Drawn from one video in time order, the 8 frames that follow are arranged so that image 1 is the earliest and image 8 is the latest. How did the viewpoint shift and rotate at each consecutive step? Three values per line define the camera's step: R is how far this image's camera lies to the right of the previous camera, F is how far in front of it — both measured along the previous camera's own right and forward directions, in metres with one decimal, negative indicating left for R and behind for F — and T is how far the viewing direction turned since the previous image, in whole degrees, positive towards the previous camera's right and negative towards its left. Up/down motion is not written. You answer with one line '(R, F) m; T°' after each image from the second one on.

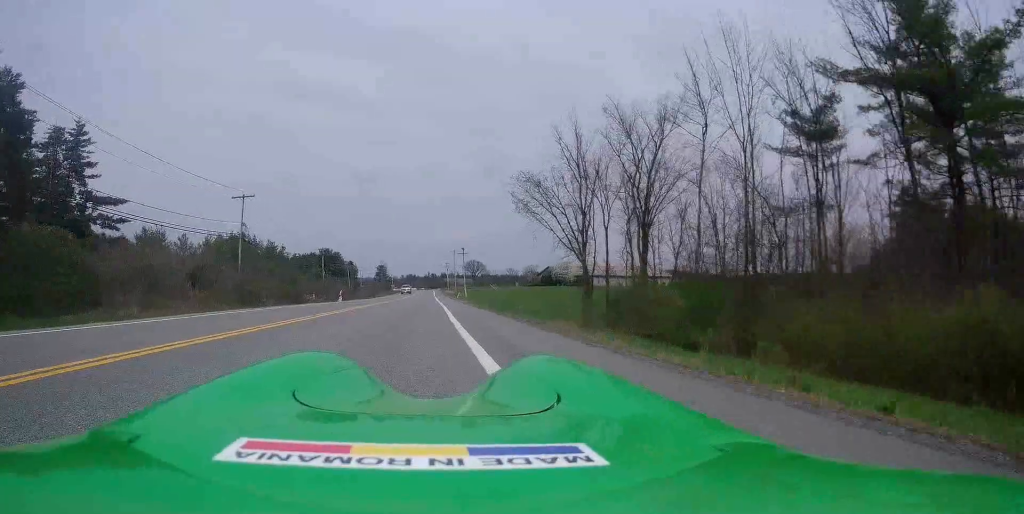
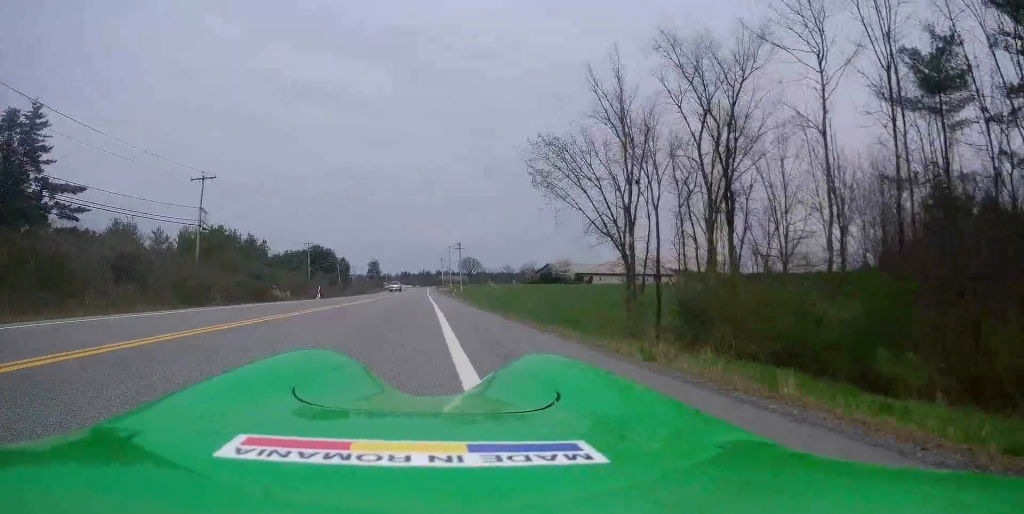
(0.0, +9.4) m; +1°
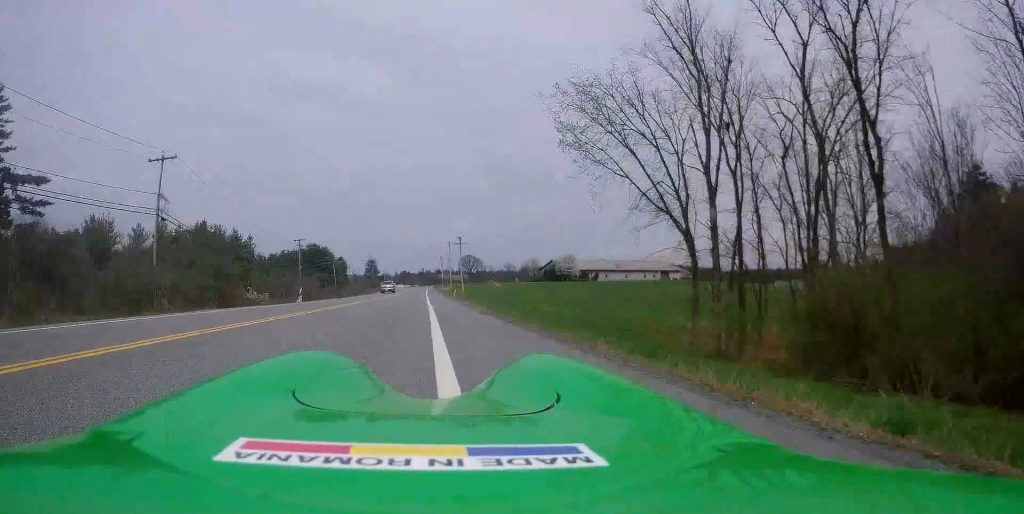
(+0.2, +7.3) m; 0°
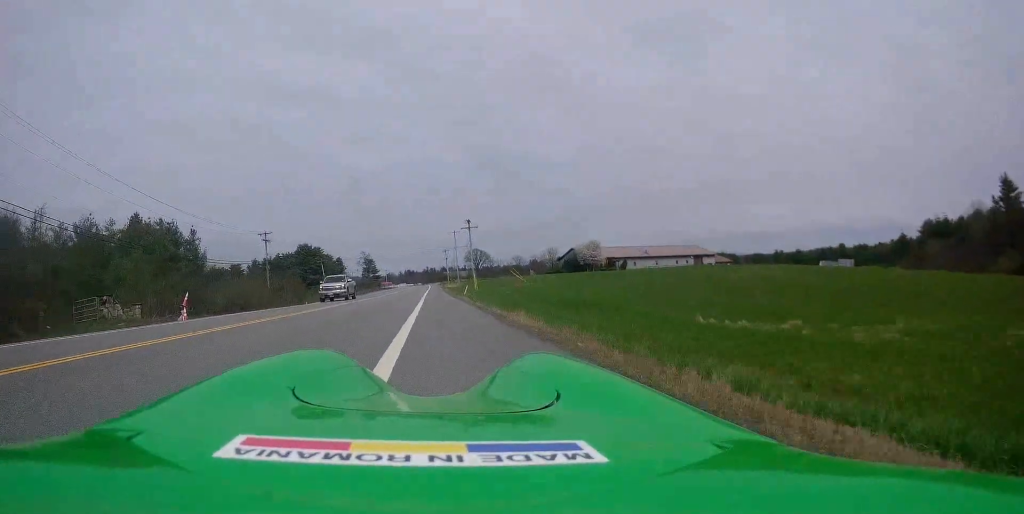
(-0.2, +24.1) m; -1°
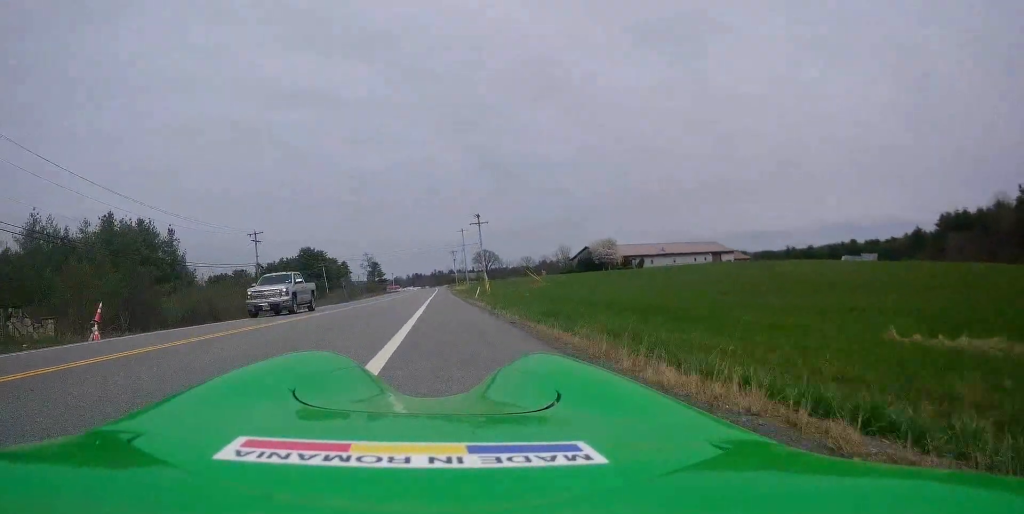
(+0.1, +8.0) m; 0°
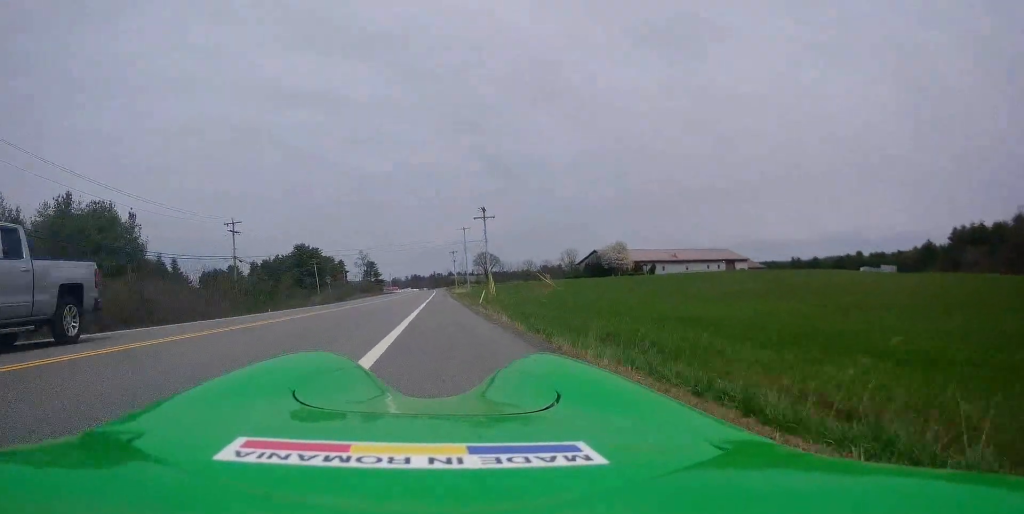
(+0.1, +9.4) m; 0°
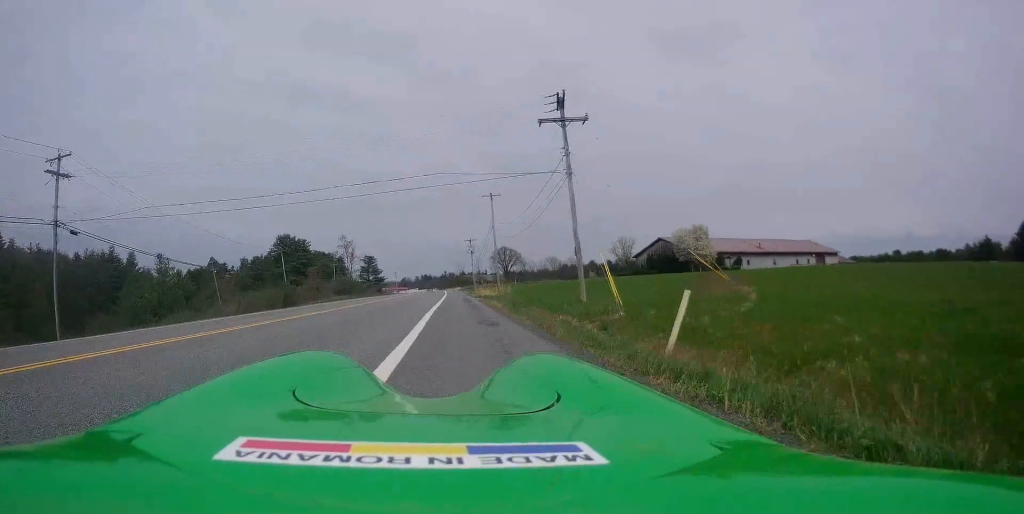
(-1.6, +38.8) m; -3°
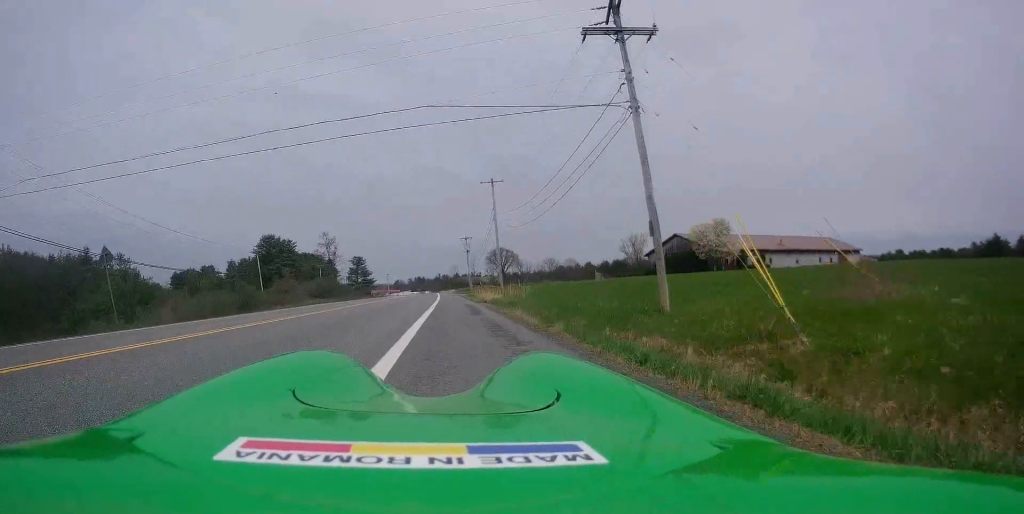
(0.0, +11.0) m; +1°
